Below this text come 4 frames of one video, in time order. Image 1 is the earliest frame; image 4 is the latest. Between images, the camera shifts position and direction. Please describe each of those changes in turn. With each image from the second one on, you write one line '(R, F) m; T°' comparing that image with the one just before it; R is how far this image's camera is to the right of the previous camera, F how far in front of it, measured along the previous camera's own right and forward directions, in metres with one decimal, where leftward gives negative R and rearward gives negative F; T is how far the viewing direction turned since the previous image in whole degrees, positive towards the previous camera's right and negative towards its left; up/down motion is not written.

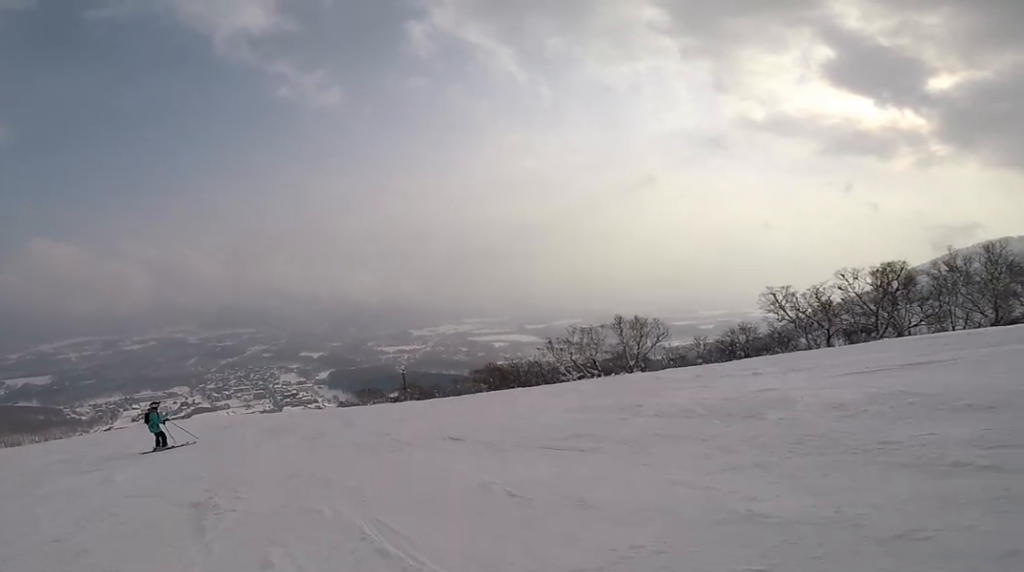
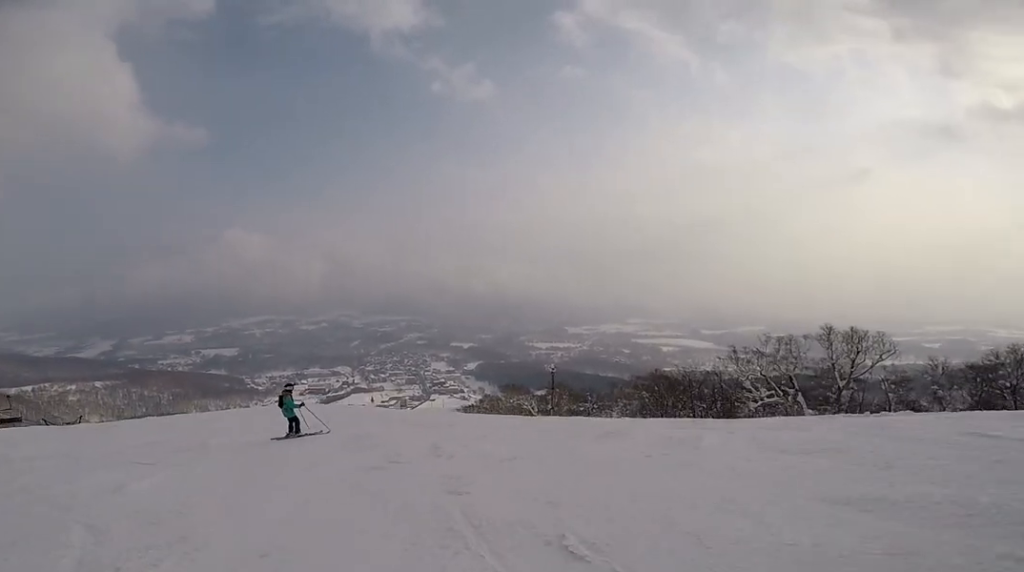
(-0.1, +3.7) m; -9°
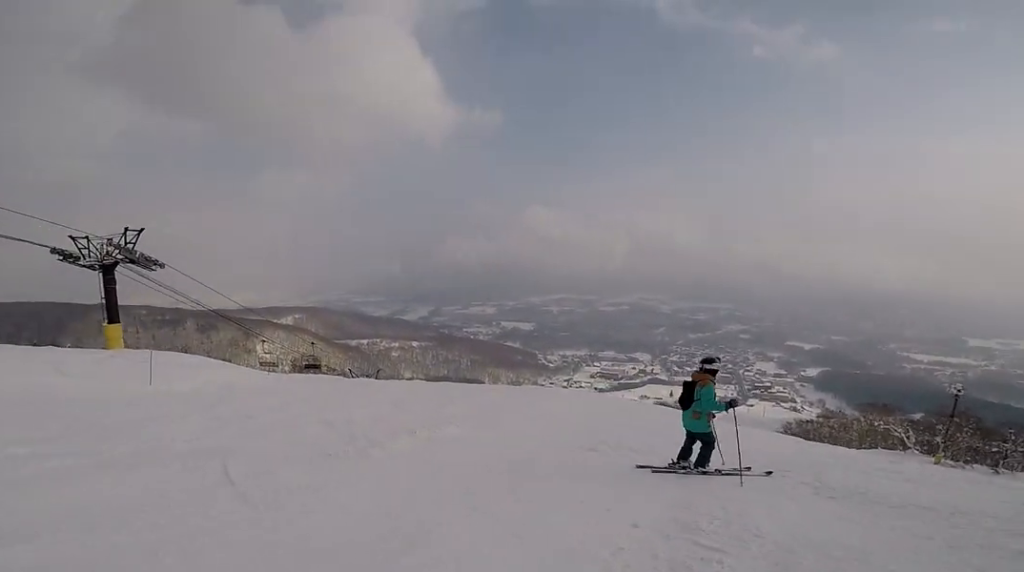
(-2.9, +7.2) m; -54°
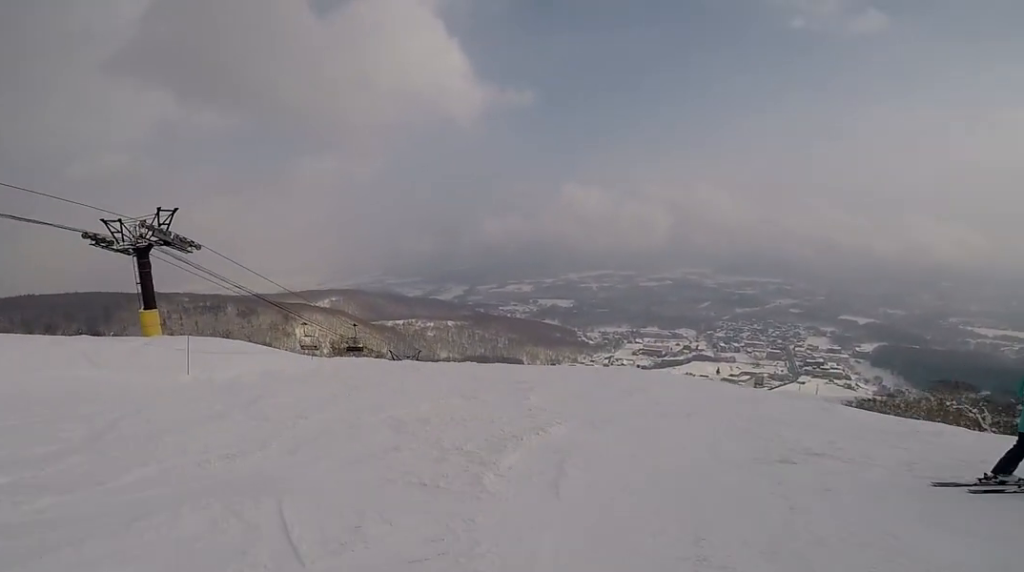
(-0.5, +2.3) m; -10°
